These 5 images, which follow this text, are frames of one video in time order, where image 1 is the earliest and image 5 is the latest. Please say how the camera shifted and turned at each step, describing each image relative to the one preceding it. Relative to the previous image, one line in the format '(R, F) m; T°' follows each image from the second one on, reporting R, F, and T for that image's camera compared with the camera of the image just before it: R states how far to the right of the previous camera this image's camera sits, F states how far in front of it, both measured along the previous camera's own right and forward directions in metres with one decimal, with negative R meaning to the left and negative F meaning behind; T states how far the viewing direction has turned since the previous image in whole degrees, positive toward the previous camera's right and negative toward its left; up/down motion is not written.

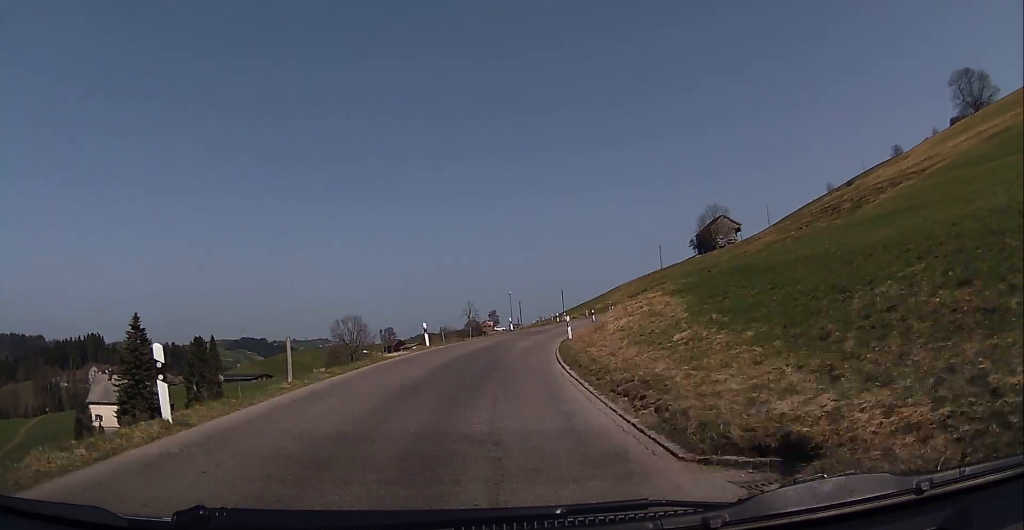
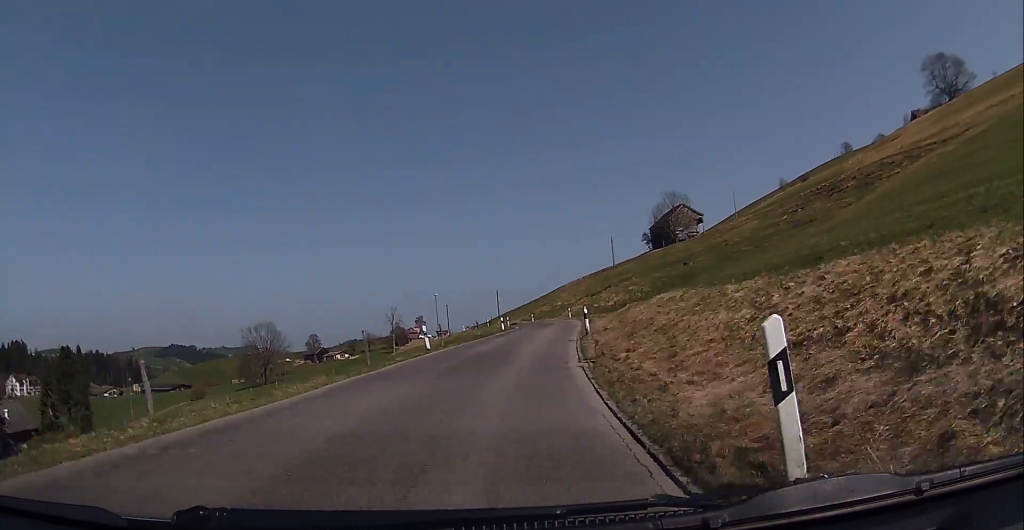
(+1.3, +25.0) m; +7°
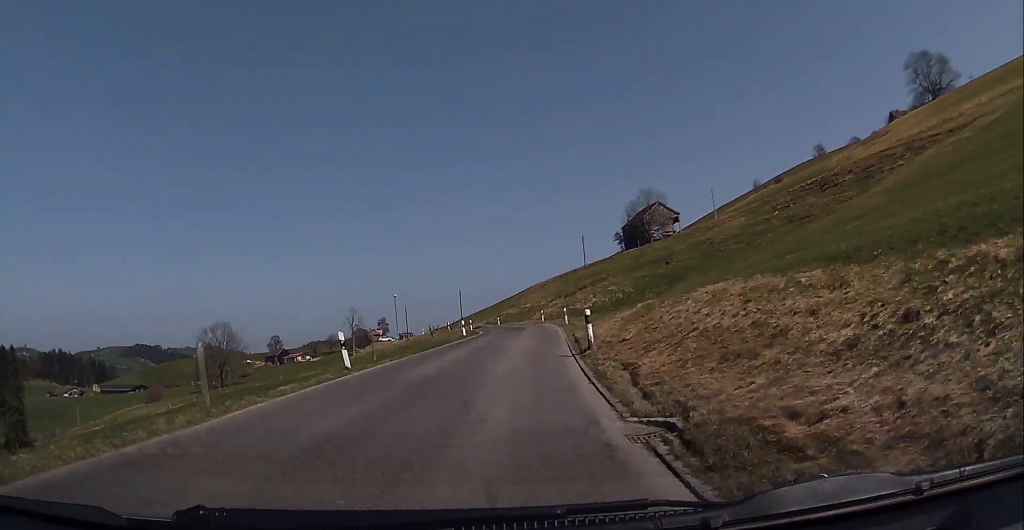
(+0.2, +9.3) m; +2°
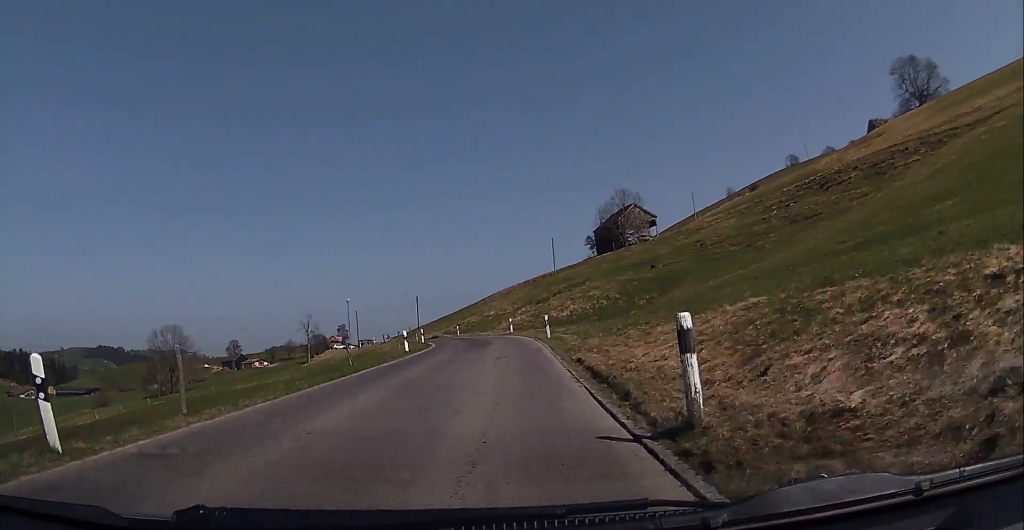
(+0.5, +11.5) m; +1°
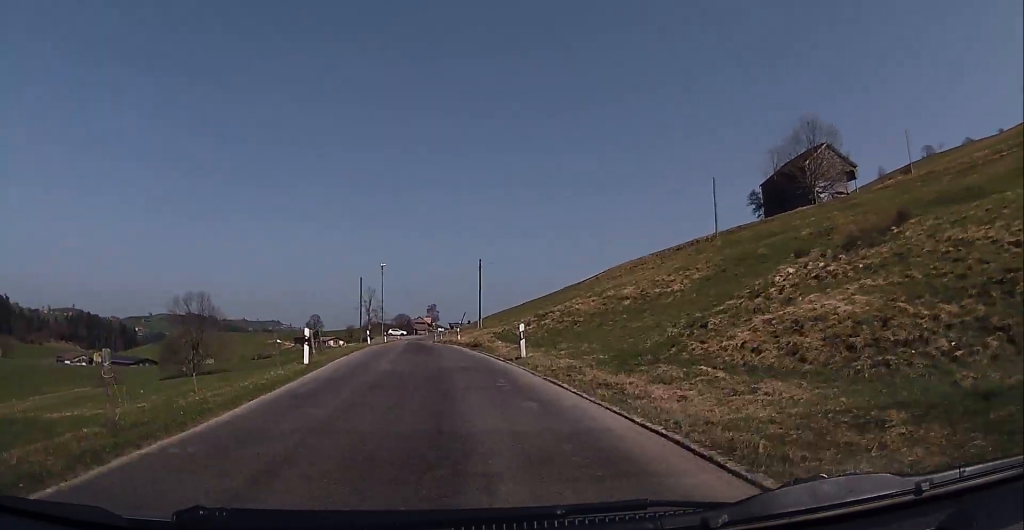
(+0.9, +49.2) m; -2°
